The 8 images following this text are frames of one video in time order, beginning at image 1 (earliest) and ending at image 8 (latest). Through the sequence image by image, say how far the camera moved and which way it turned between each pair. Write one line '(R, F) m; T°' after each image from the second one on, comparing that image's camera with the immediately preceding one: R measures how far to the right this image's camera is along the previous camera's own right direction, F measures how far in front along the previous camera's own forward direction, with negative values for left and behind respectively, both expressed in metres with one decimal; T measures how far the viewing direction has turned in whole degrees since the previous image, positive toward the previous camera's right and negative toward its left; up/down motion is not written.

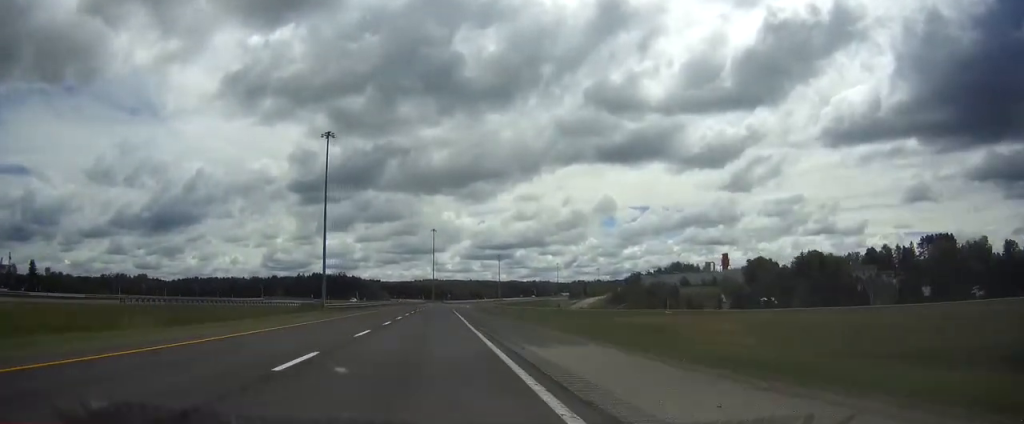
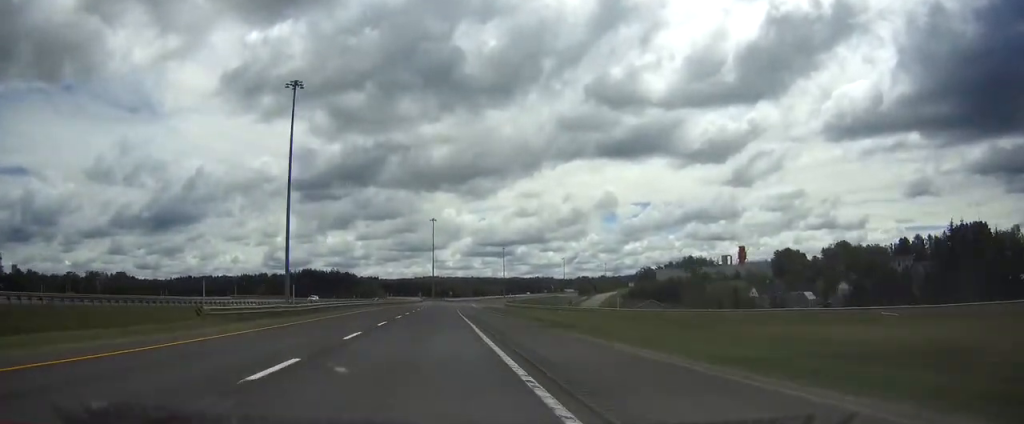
(0.0, +28.8) m; 0°
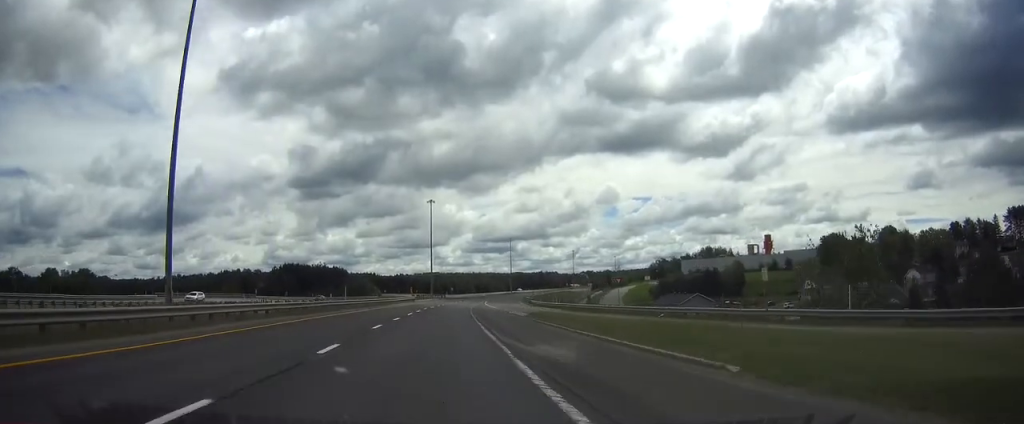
(-0.1, +40.7) m; 0°
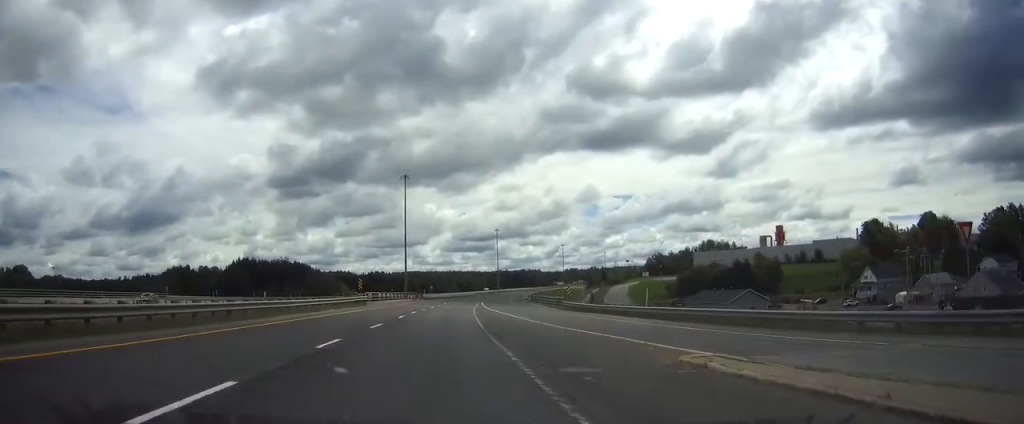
(+0.4, +43.0) m; +1°
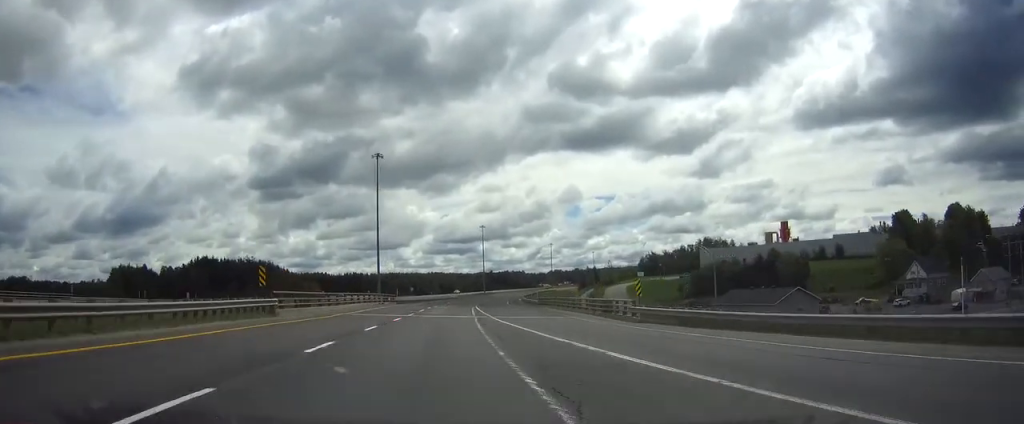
(+0.2, +28.0) m; +1°
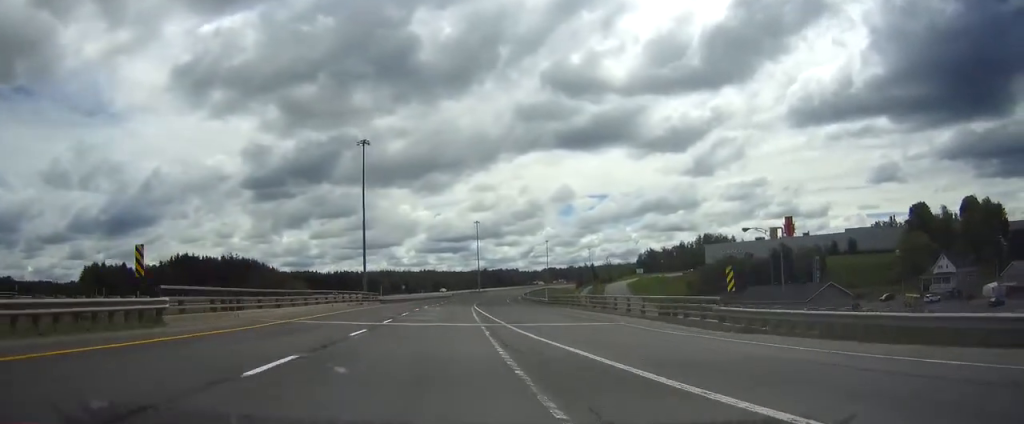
(+0.2, +12.9) m; +1°
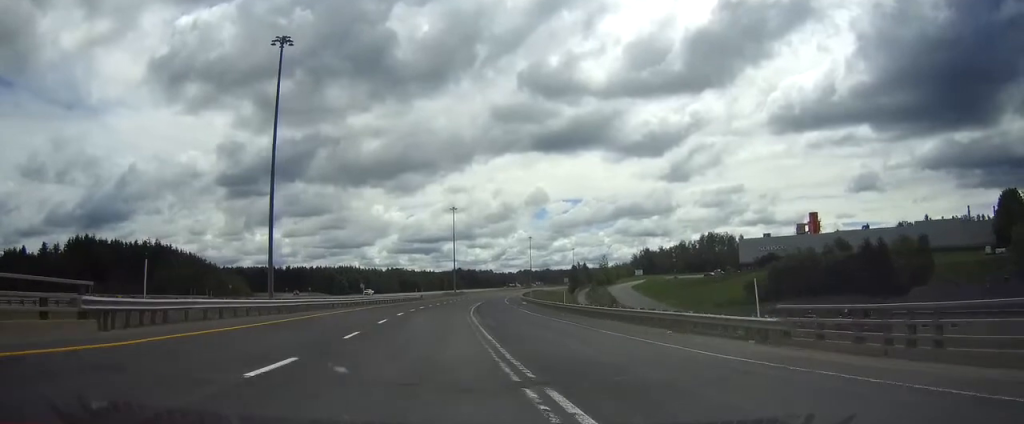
(+1.4, +53.9) m; +3°
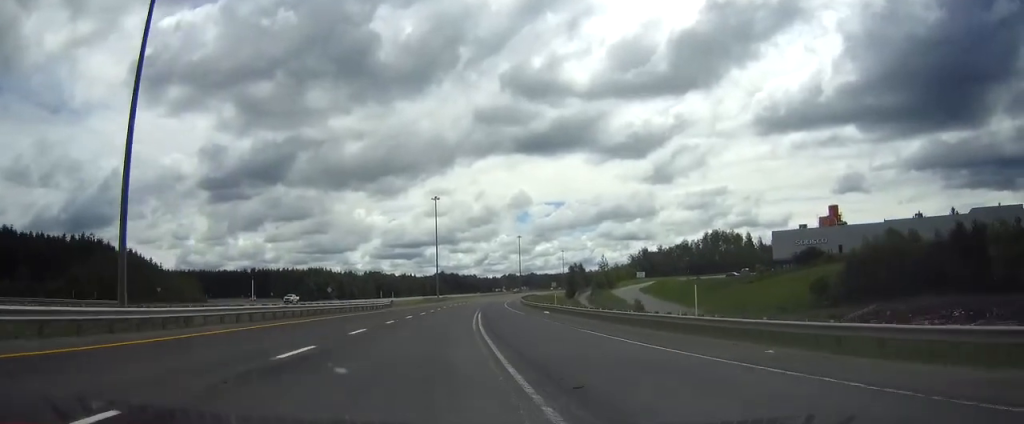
(+0.2, +33.3) m; +1°
